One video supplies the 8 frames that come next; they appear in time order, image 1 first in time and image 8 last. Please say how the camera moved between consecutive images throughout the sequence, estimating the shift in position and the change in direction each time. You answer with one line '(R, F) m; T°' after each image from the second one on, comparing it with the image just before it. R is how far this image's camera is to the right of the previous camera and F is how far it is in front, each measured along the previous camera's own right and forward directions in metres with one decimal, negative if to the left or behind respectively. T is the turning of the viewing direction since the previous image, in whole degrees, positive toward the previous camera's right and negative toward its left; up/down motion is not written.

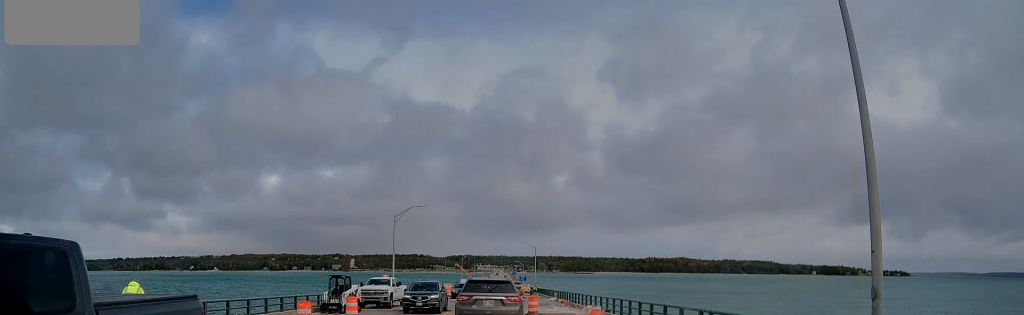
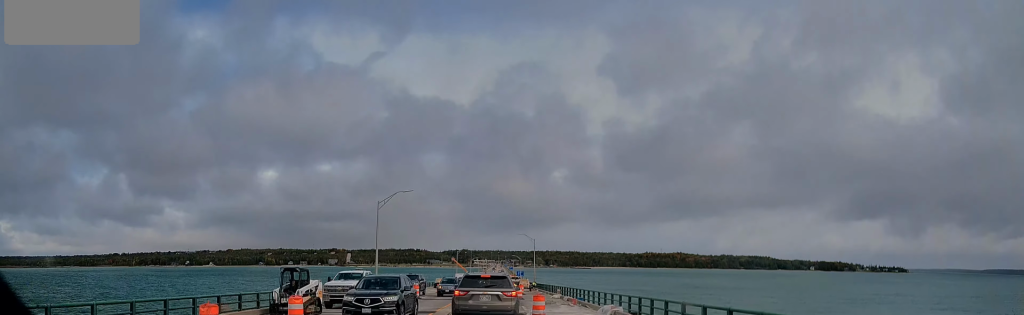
(+0.1, +6.3) m; +1°
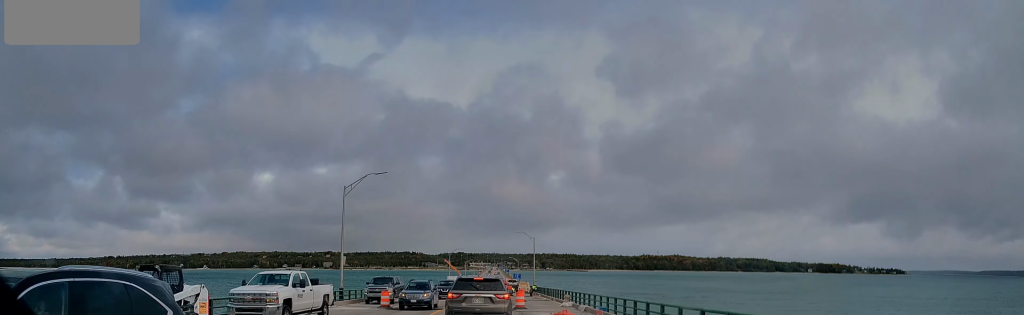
(+0.1, +8.8) m; 0°
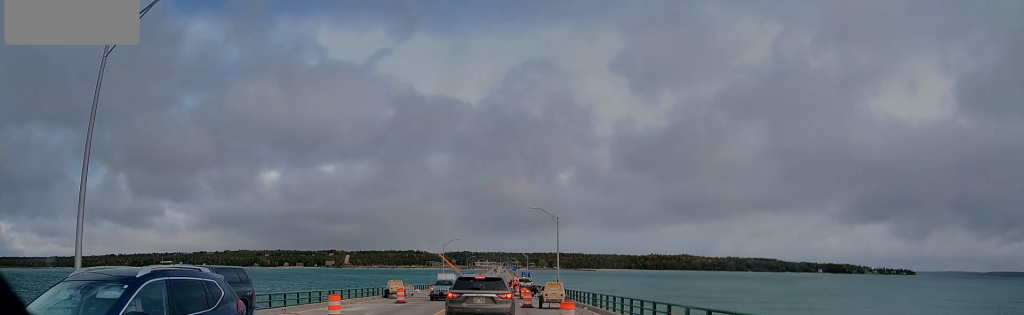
(-0.3, +28.2) m; -2°
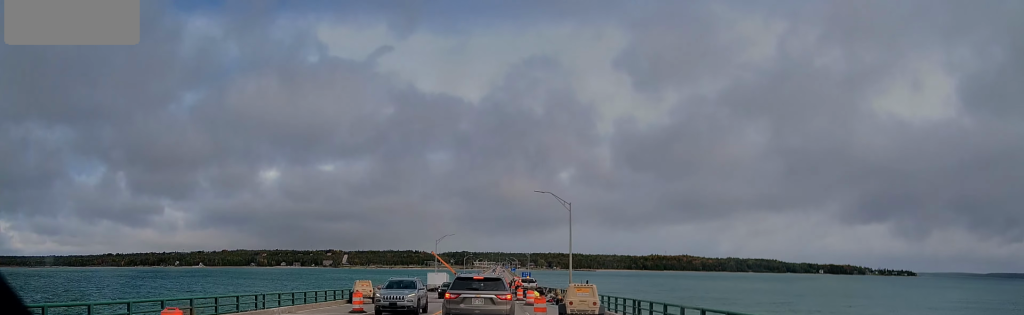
(0.0, +10.1) m; 0°
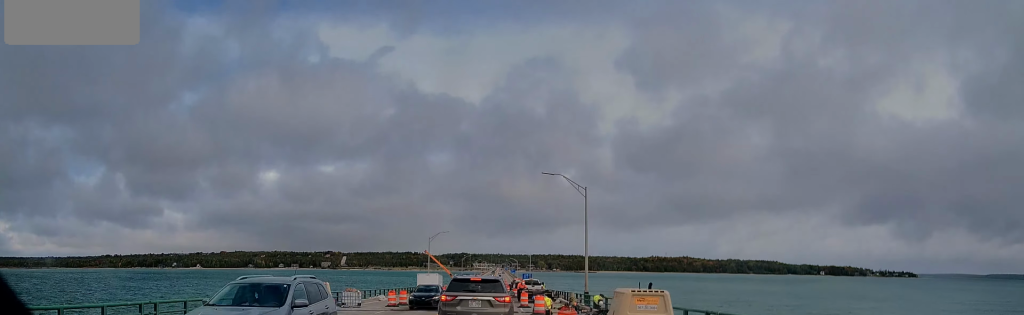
(0.0, +8.7) m; 0°
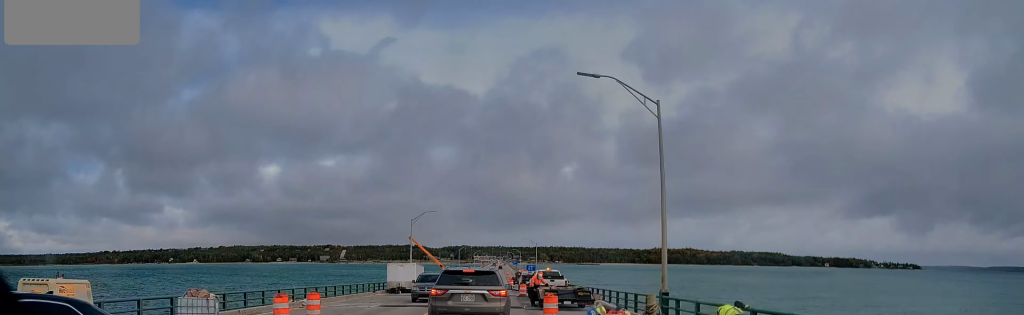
(+0.2, +18.1) m; +1°
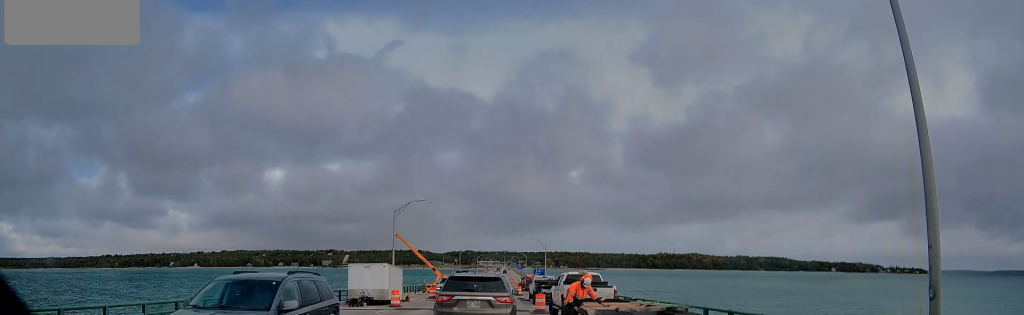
(0.0, +13.3) m; 0°
